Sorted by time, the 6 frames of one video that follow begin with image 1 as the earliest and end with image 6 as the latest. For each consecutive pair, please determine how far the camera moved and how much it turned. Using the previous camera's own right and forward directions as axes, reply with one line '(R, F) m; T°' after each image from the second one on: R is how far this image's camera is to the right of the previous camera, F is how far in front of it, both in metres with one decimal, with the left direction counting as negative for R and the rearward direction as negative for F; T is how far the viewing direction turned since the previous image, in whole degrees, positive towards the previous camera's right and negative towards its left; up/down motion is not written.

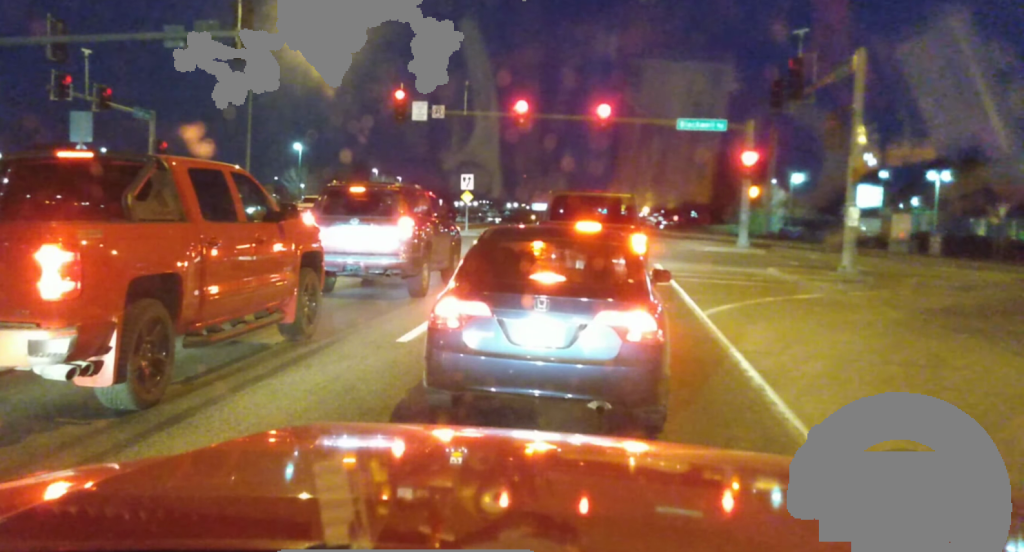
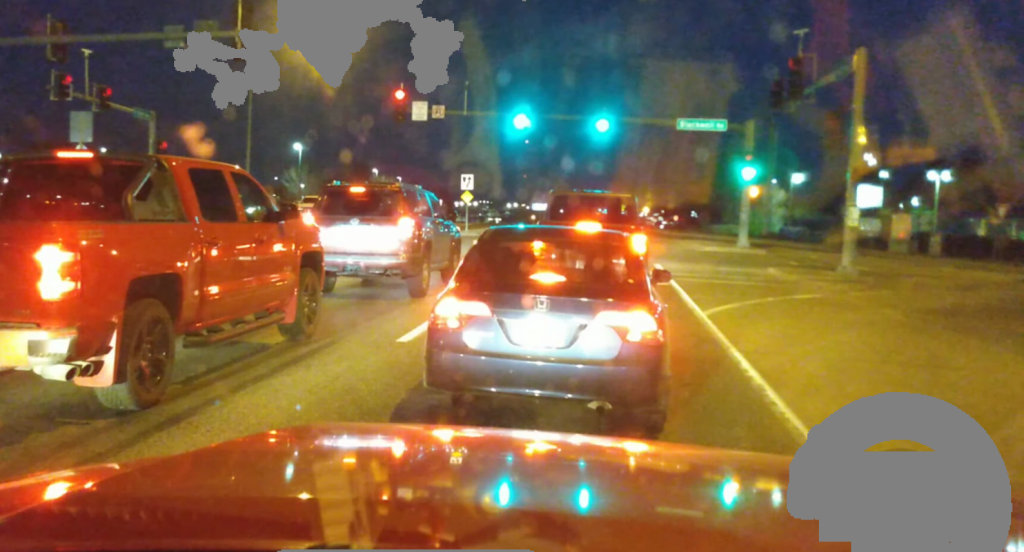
(0.0, 0.0) m; 0°
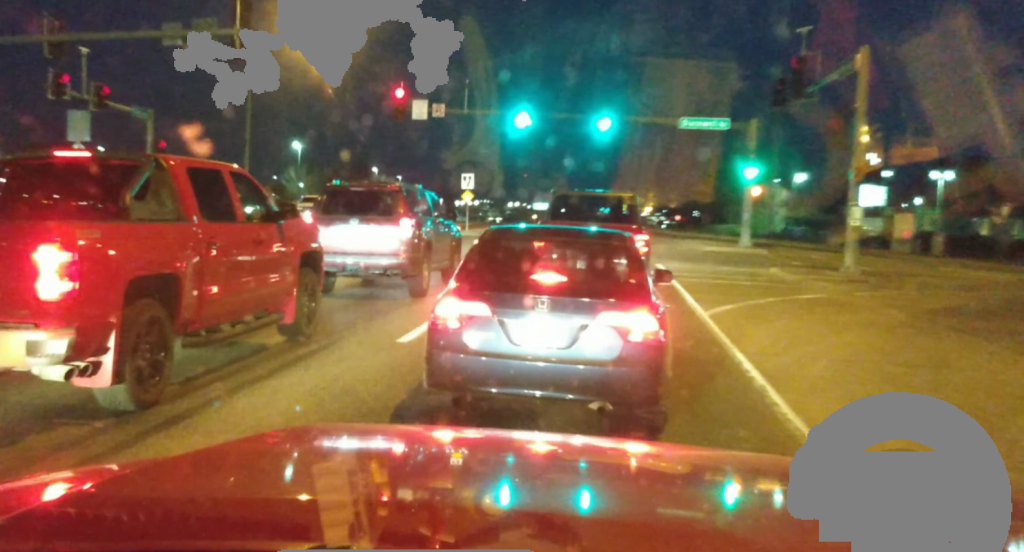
(0.0, 0.0) m; 0°
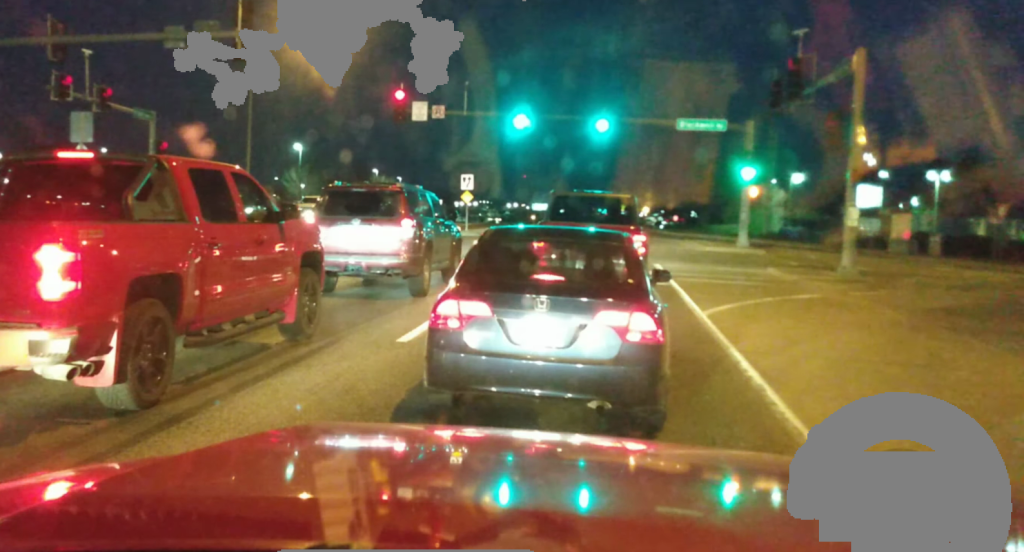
(0.0, 0.0) m; 0°
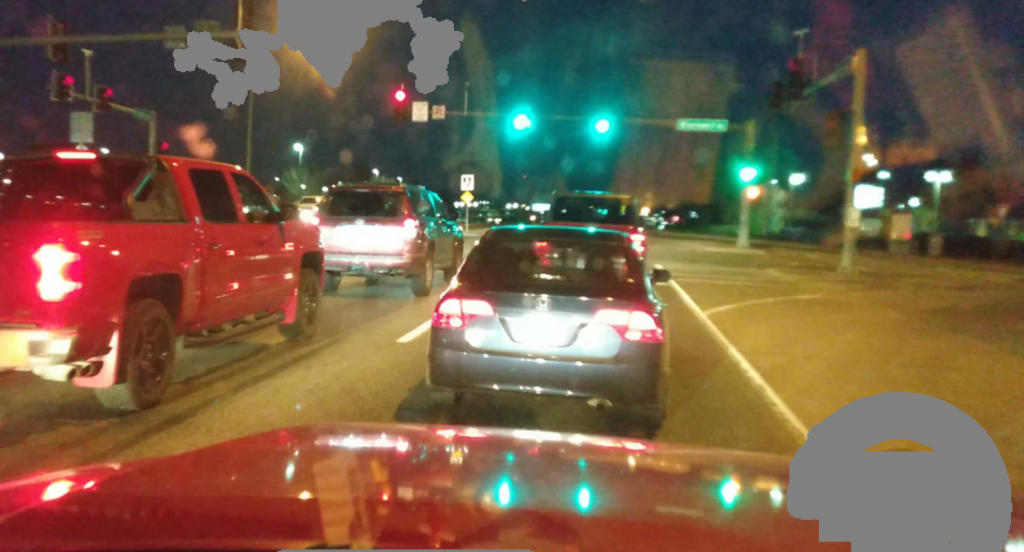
(0.0, 0.0) m; 0°
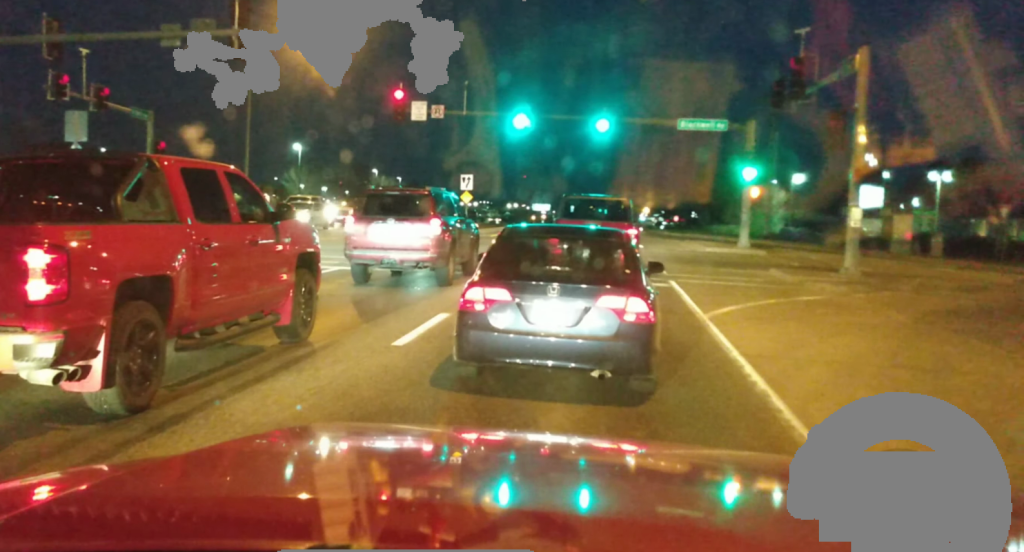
(0.0, 0.0) m; 0°
